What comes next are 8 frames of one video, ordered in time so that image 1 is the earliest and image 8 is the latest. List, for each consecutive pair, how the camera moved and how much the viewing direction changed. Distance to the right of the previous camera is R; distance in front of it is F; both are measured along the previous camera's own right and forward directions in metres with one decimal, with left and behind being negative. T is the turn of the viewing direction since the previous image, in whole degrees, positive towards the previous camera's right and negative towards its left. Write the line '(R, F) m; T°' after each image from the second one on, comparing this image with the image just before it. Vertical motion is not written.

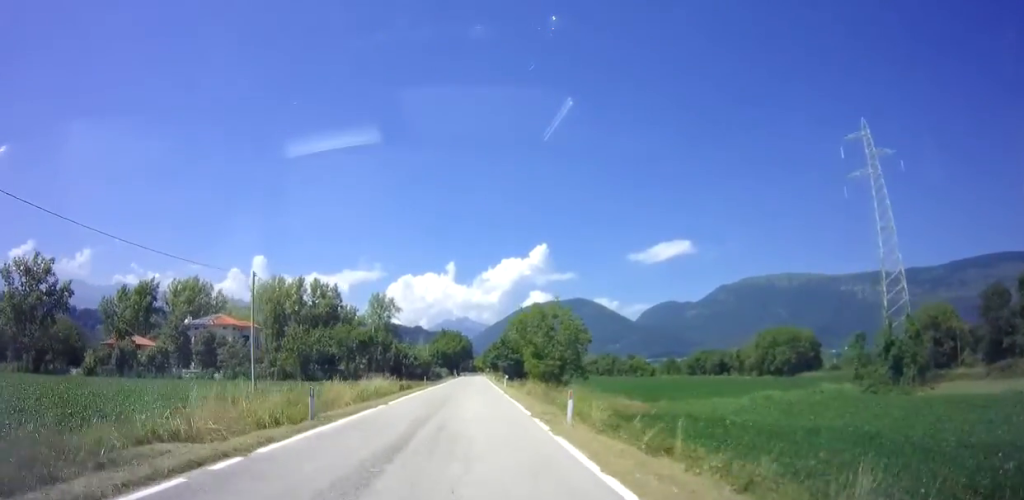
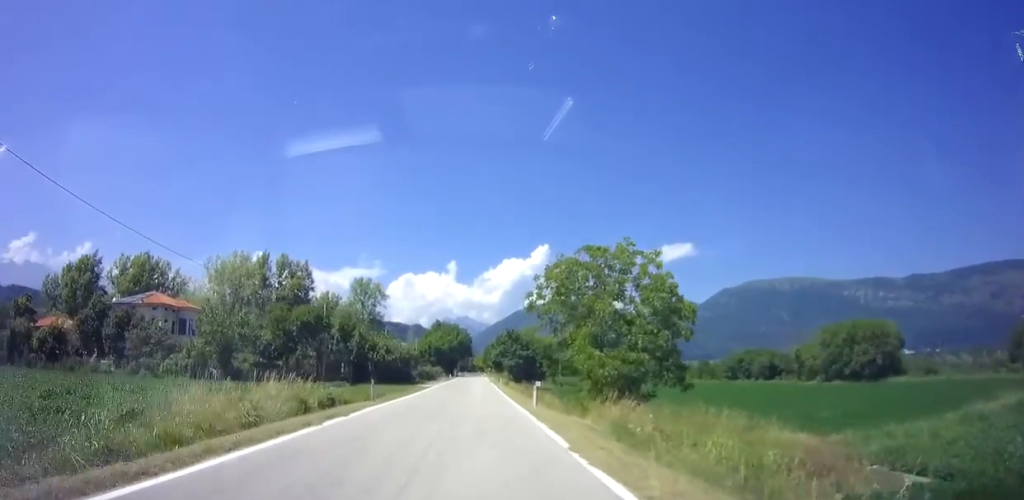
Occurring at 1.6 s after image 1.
(-0.1, +24.5) m; -1°
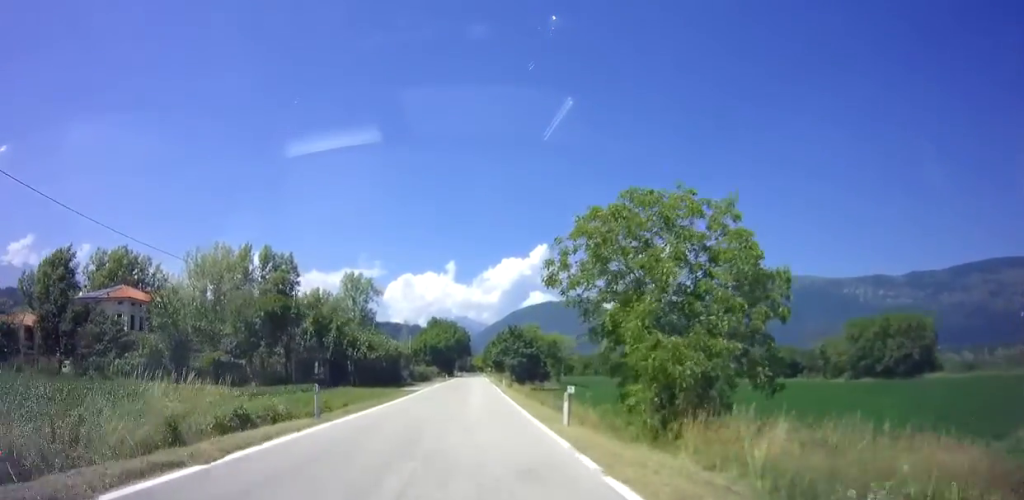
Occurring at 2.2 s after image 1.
(-0.1, +8.0) m; 0°
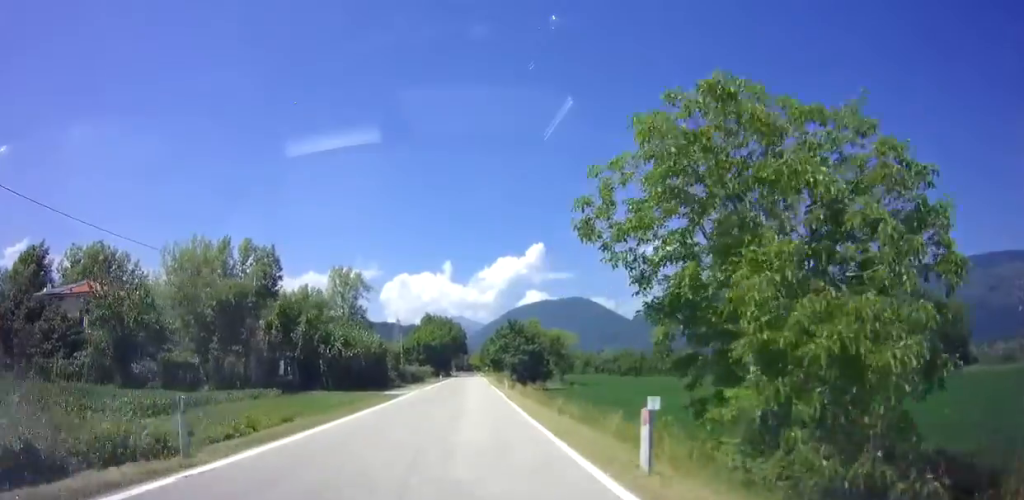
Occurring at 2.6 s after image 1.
(+0.1, +7.2) m; 0°
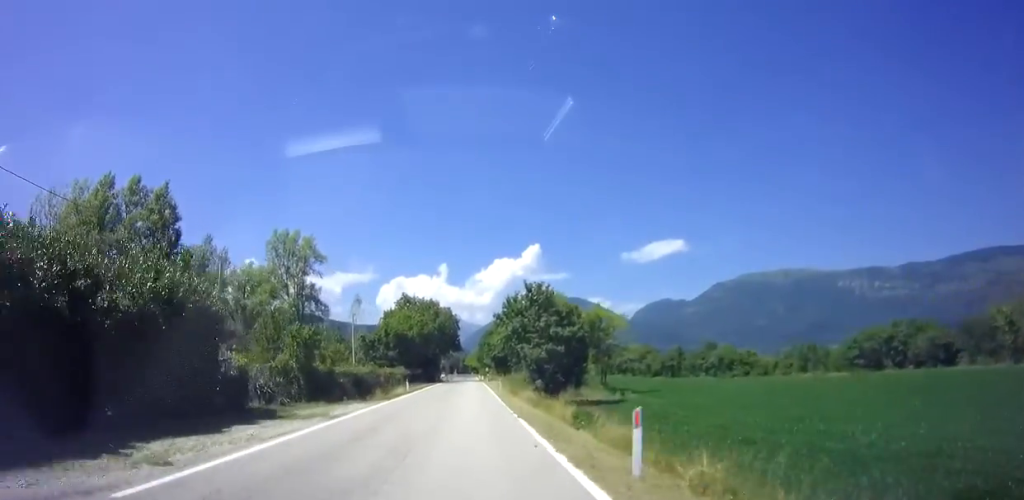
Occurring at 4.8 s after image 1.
(+0.1, +33.6) m; 0°
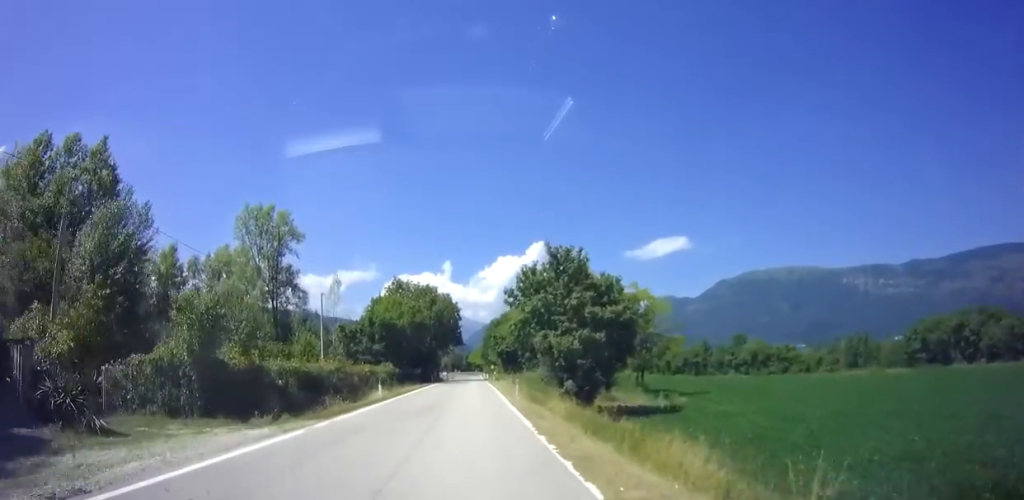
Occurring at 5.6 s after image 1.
(0.0, +12.7) m; 0°
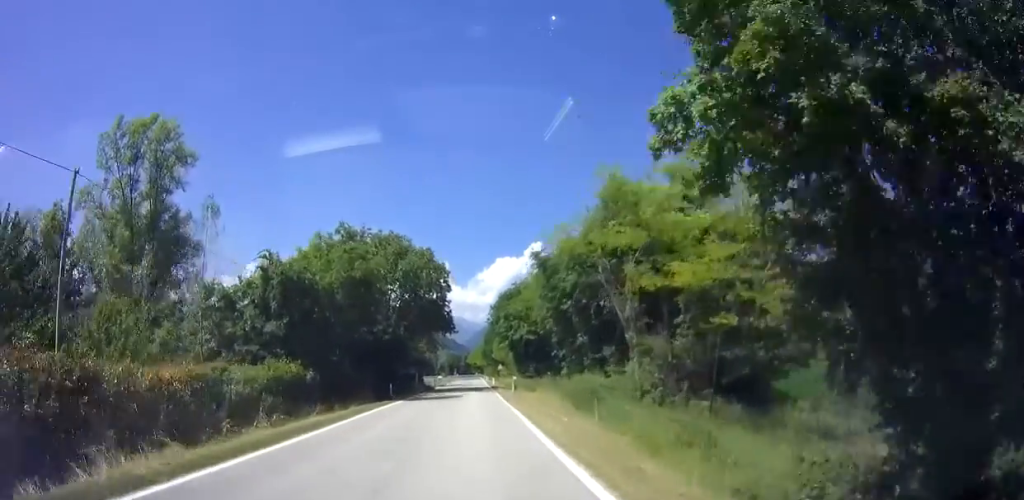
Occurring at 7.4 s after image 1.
(+0.1, +29.2) m; 0°
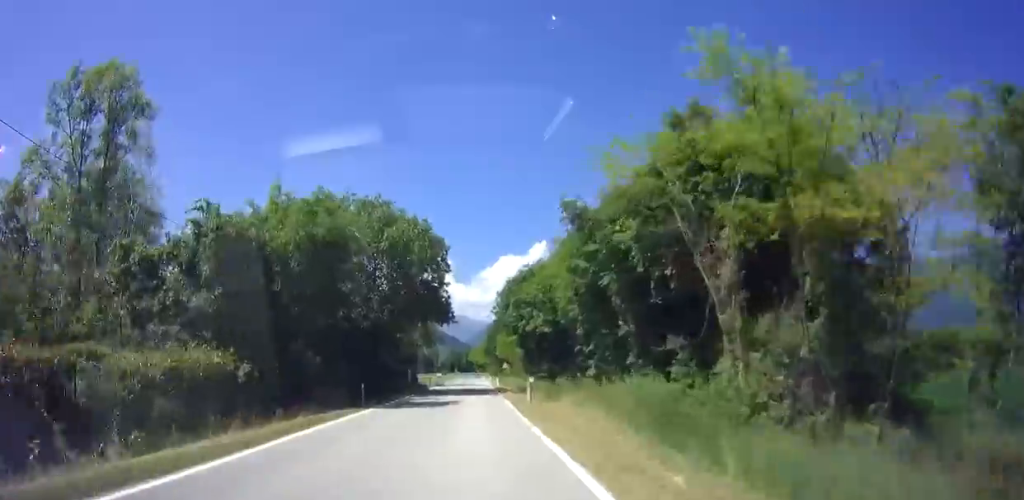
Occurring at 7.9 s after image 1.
(0.0, +8.6) m; 0°
